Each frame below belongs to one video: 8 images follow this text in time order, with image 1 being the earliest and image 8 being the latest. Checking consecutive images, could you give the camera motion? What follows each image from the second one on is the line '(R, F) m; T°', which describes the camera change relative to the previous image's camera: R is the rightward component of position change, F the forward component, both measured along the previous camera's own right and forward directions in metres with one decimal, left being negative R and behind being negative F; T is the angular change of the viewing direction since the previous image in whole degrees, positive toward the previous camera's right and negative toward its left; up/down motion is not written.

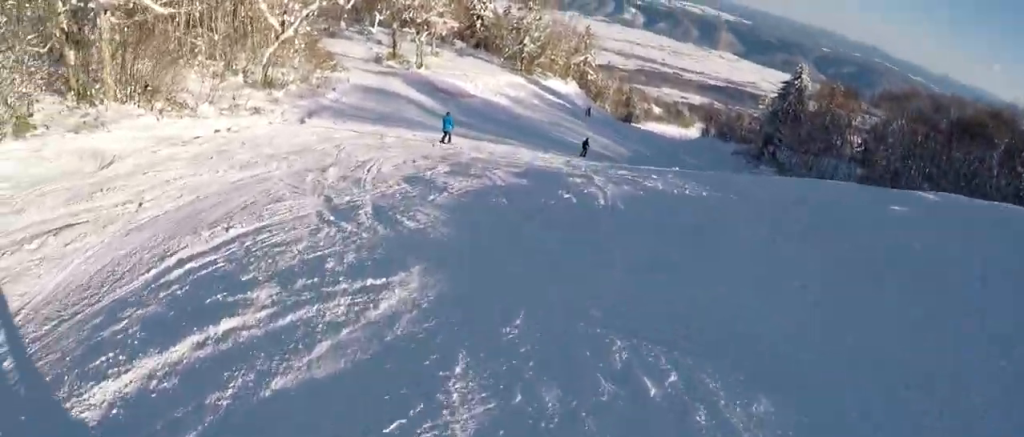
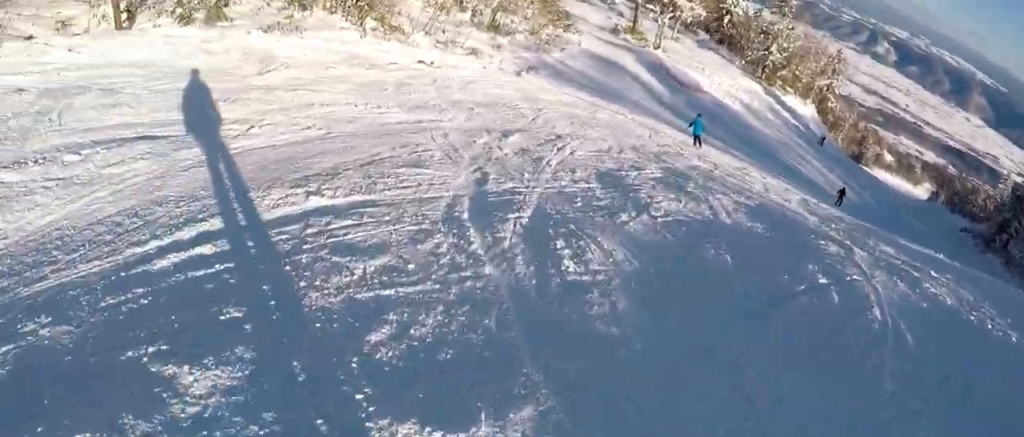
(-0.7, +2.9) m; -7°
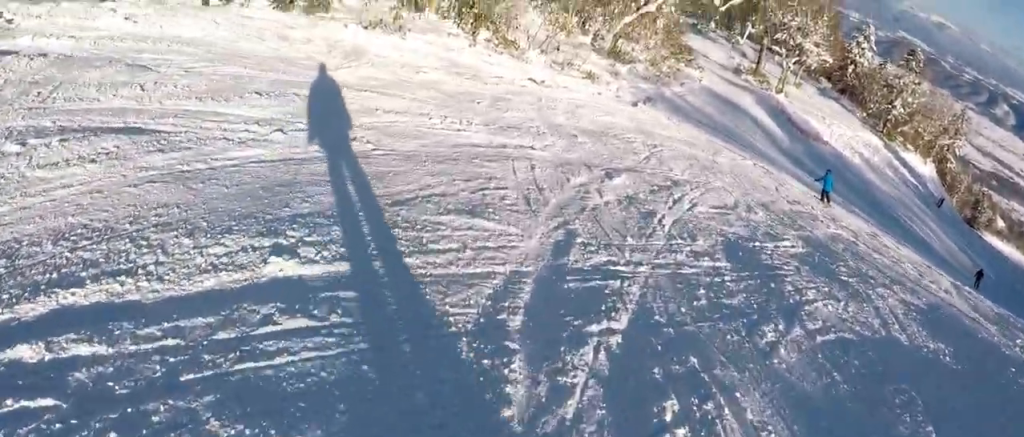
(-0.3, +2.3) m; -6°
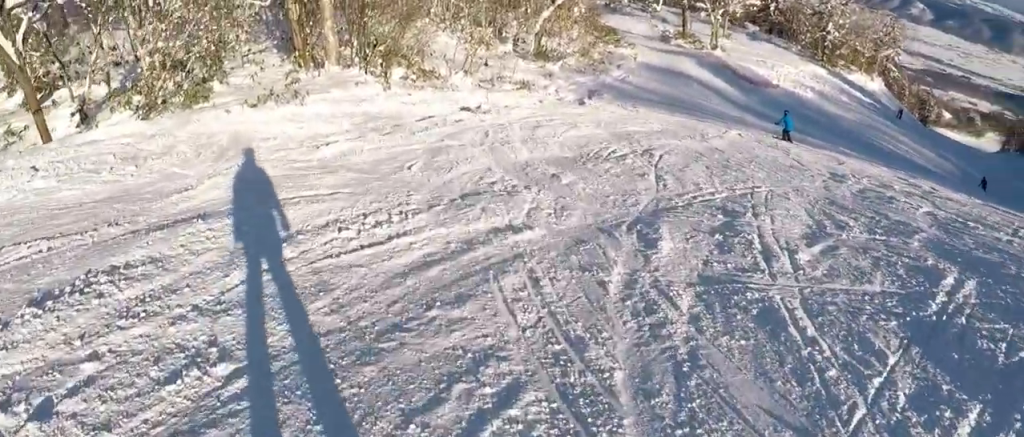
(0.0, +3.9) m; +3°
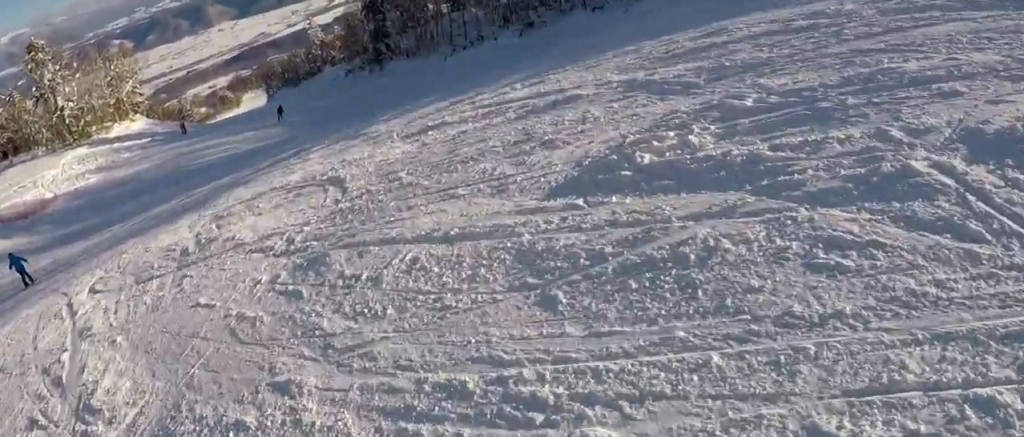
(+4.4, +8.7) m; +58°
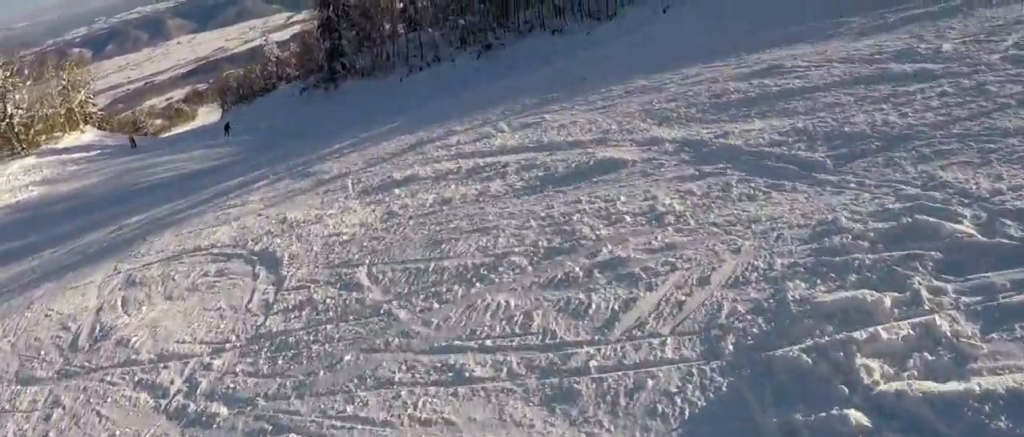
(+0.8, +2.4) m; +5°
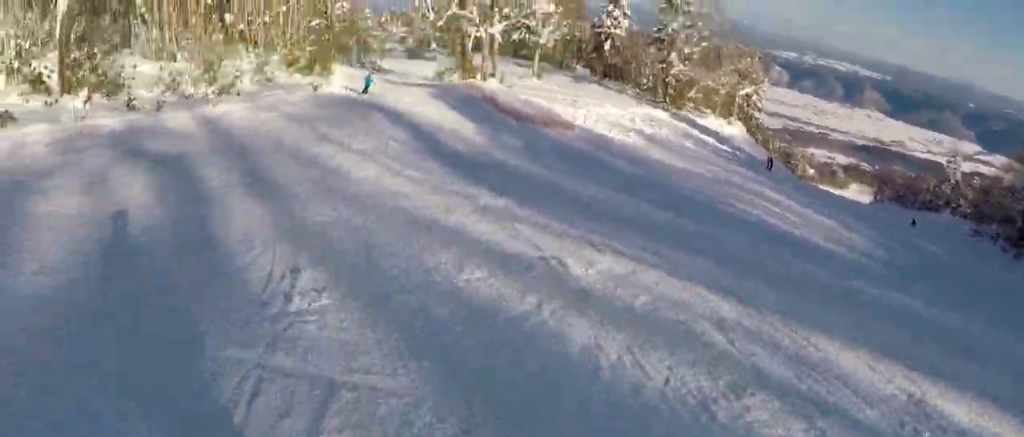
(-8.9, +13.0) m; -47°
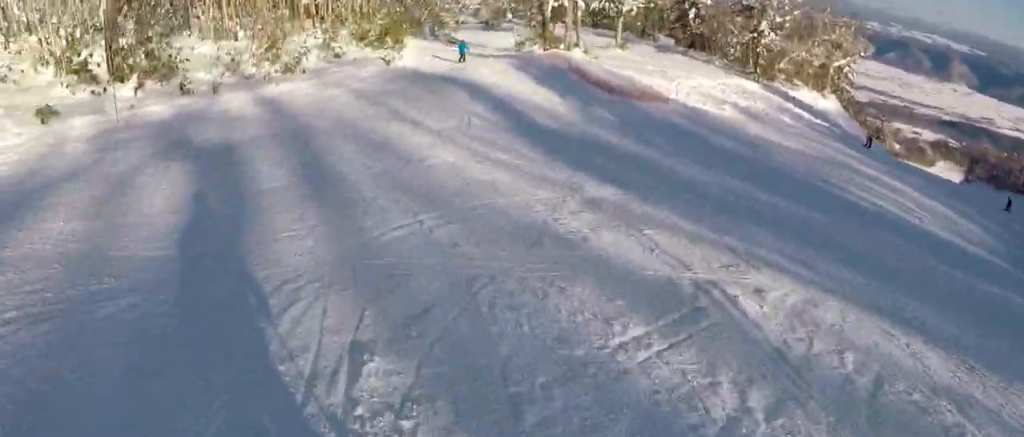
(0.0, +2.4) m; +3°
